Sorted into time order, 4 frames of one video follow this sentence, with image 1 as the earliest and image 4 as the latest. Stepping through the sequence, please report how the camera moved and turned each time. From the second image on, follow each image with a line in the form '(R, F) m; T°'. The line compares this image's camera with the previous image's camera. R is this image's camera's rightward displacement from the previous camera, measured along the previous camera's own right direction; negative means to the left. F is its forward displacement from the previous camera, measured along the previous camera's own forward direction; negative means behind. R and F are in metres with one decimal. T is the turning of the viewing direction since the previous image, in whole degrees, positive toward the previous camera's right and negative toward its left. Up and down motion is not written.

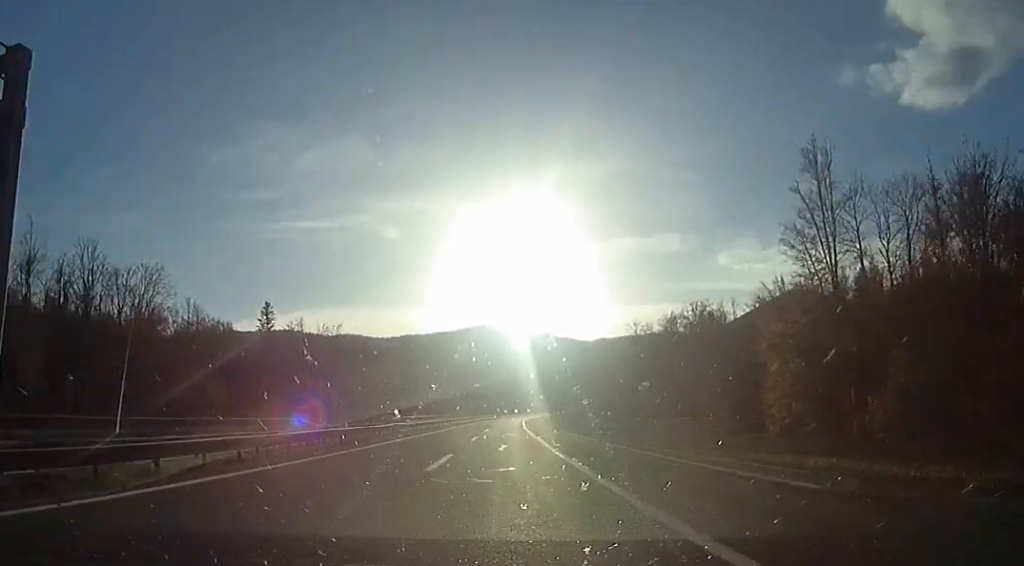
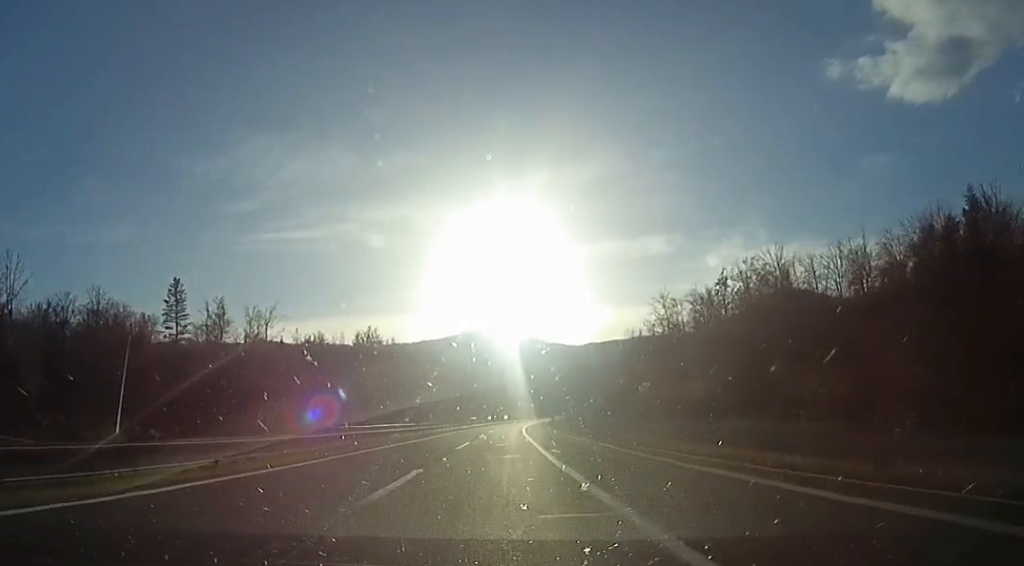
(+0.6, +41.1) m; +2°
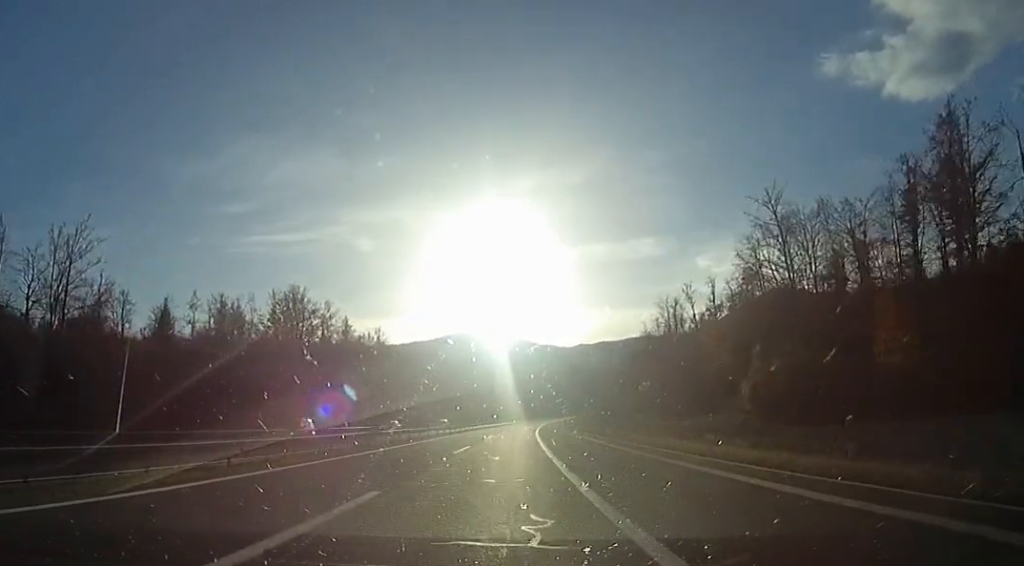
(+0.1, +59.4) m; -1°
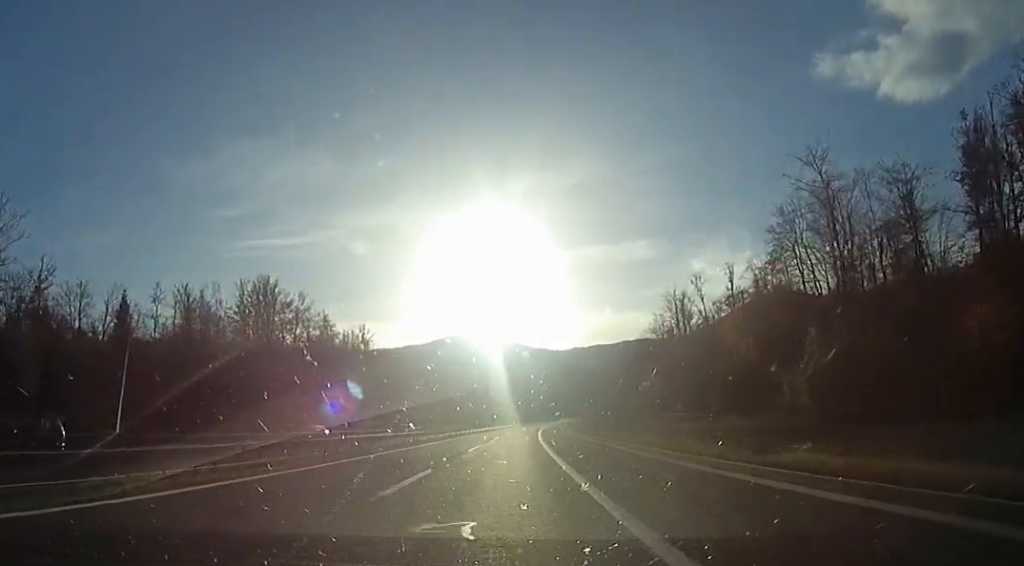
(0.0, +12.9) m; +1°
